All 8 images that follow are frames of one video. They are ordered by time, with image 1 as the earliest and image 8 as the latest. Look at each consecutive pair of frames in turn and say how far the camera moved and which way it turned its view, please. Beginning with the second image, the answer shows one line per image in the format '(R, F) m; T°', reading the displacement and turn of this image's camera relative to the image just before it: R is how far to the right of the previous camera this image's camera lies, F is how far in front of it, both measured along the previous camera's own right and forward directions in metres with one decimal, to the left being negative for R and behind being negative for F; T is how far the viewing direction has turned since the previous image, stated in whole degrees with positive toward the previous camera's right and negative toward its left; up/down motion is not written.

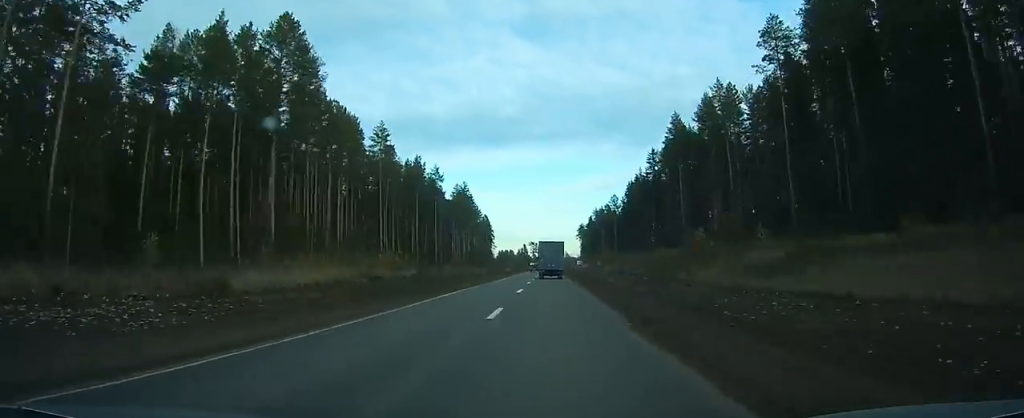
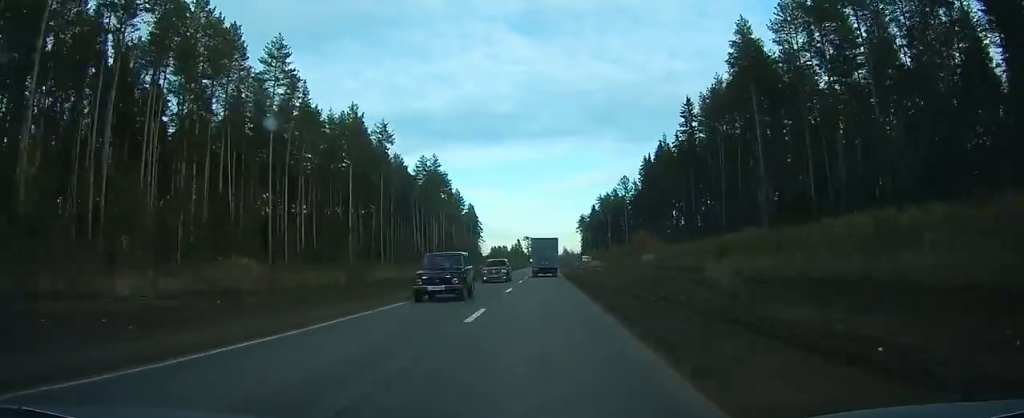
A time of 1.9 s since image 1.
(0.0, +52.9) m; 0°
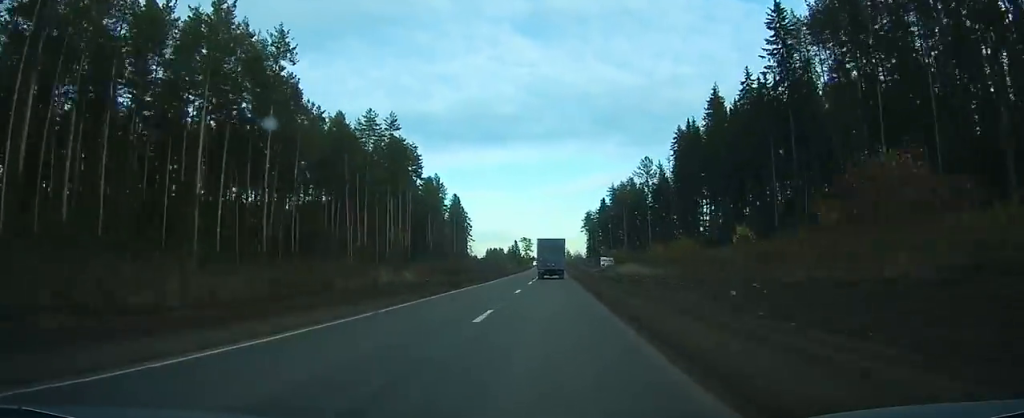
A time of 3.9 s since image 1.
(+0.2, +51.7) m; 0°
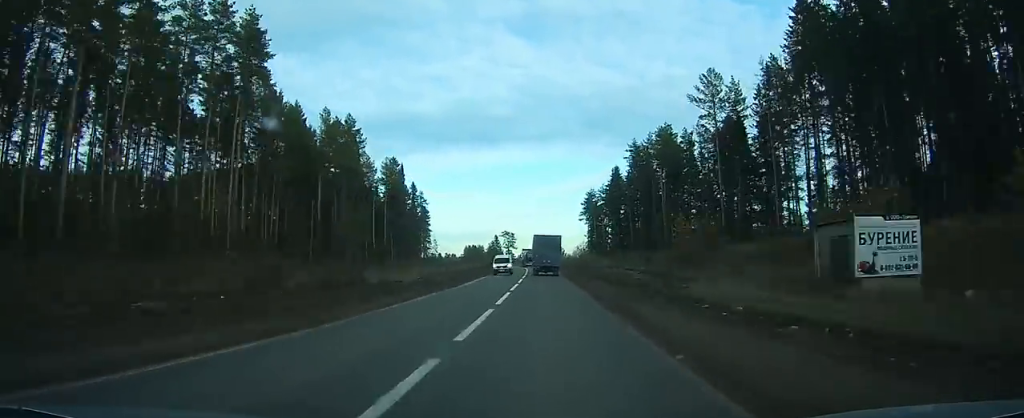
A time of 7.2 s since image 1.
(+0.8, +78.9) m; +1°
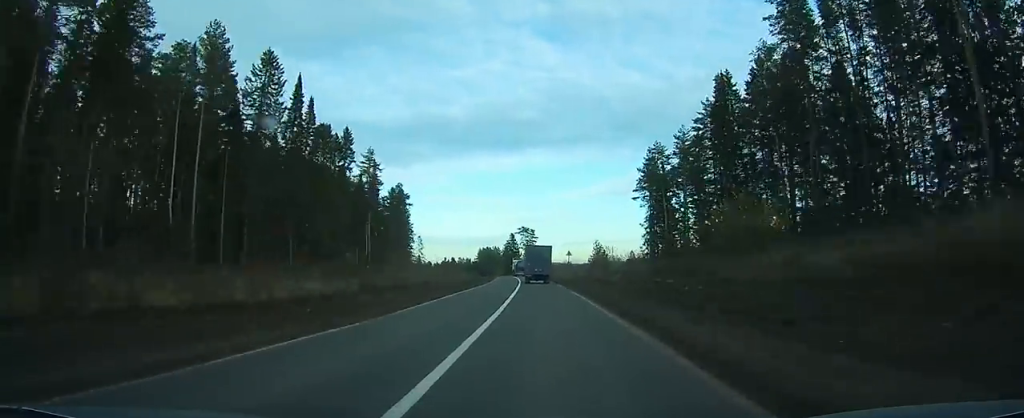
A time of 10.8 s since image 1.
(-0.4, +83.4) m; -1°
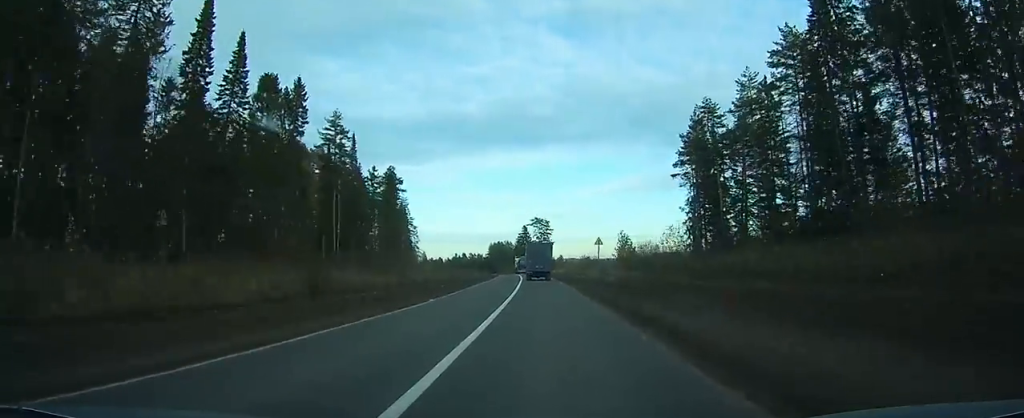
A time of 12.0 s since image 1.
(0.0, +28.3) m; -1°
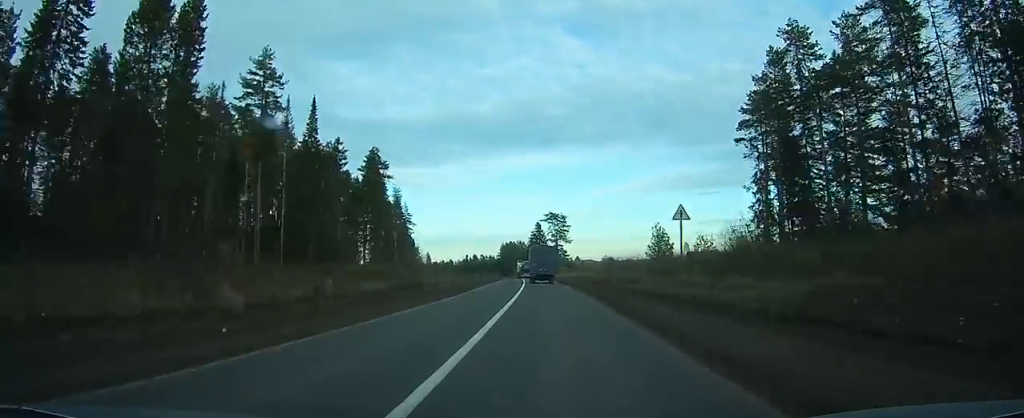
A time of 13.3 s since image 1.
(-0.6, +30.5) m; -1°
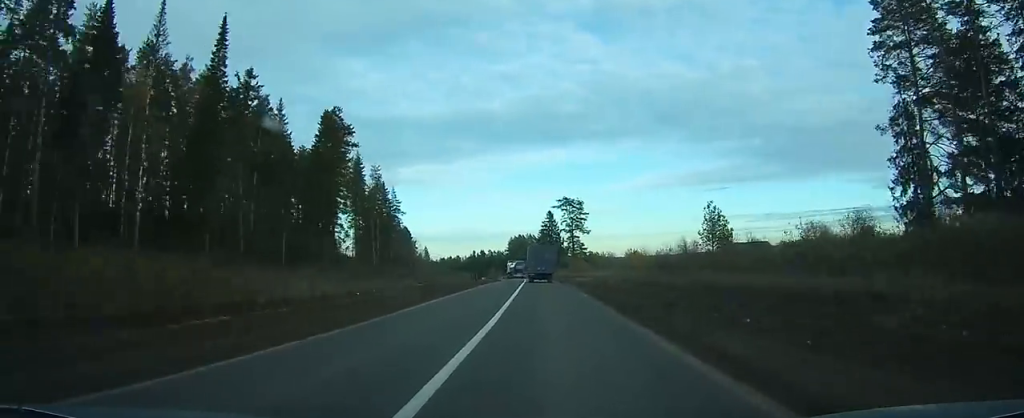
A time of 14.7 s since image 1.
(-0.4, +34.0) m; -2°
